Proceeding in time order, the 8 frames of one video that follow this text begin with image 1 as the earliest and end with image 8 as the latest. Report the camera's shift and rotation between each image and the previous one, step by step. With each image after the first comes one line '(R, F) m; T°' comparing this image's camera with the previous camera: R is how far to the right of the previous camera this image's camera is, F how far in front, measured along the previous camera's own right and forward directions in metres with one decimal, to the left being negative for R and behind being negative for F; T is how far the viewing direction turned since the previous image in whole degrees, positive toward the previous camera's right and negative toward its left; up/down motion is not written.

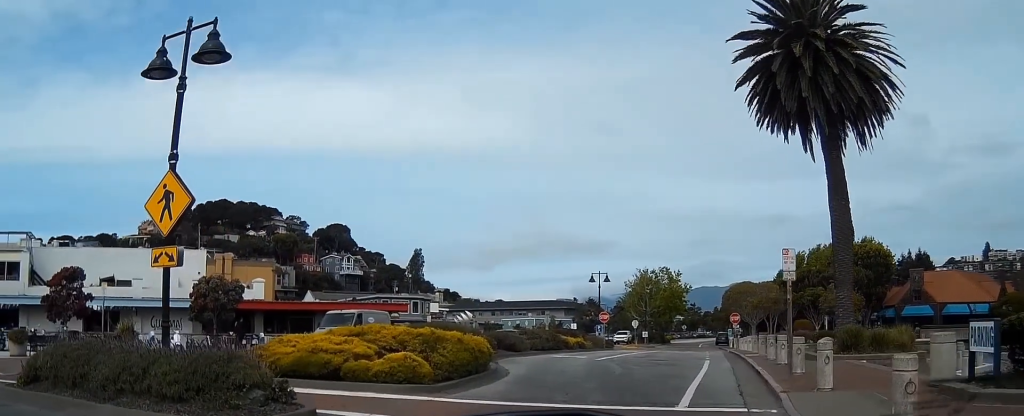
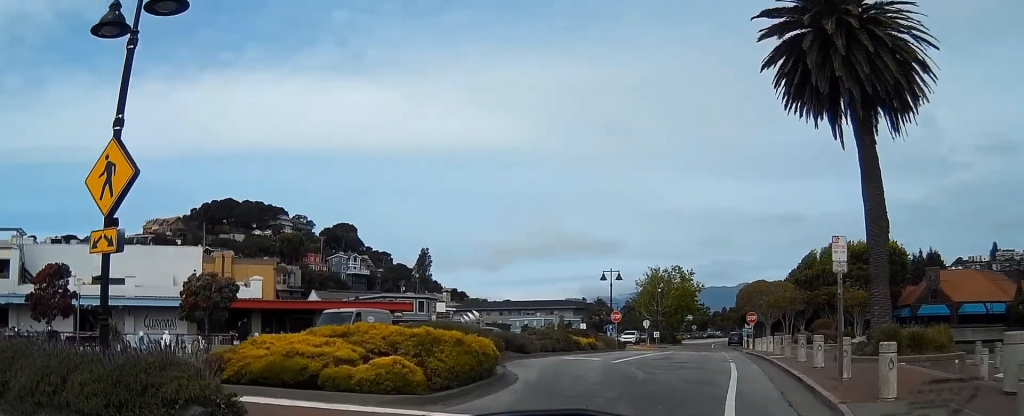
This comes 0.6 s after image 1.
(-0.1, +2.1) m; -1°
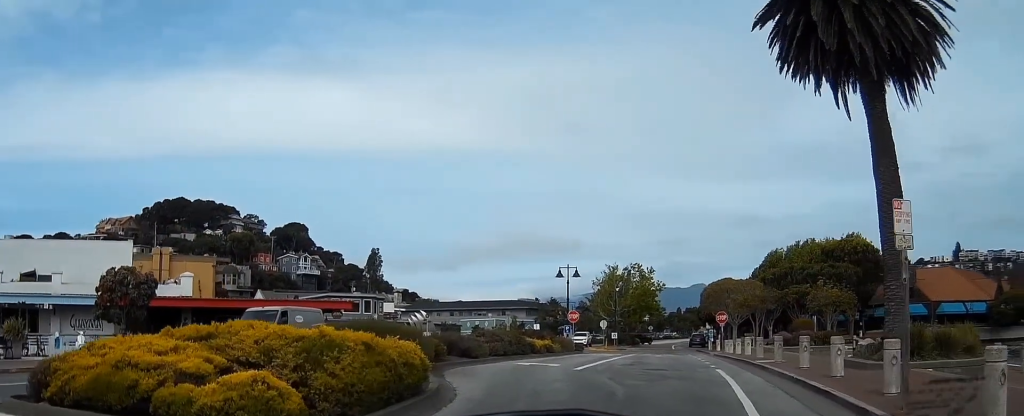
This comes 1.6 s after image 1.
(0.0, +3.7) m; 0°
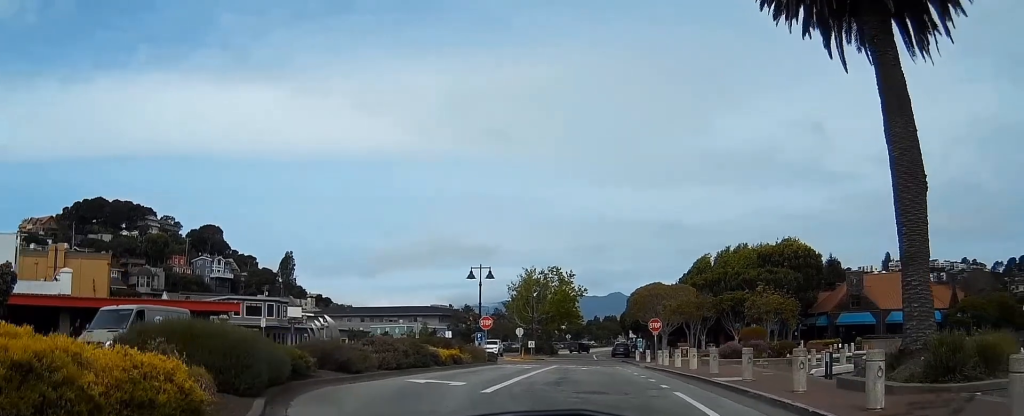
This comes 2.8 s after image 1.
(+0.2, +4.9) m; +7°
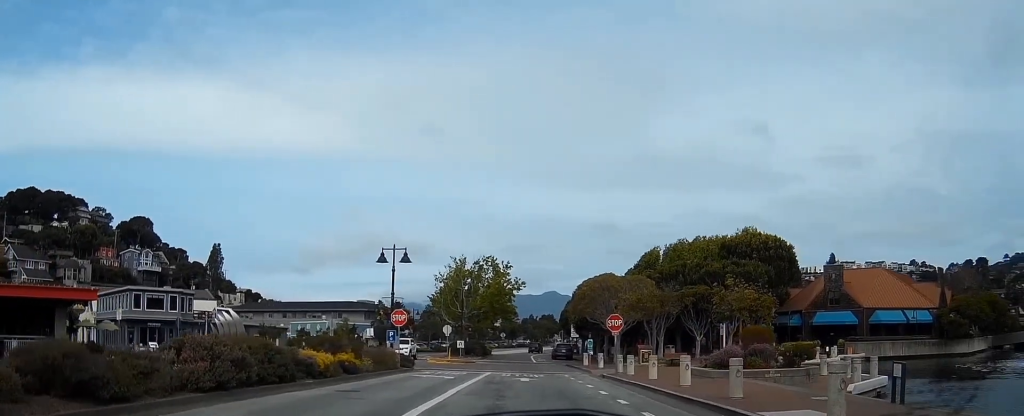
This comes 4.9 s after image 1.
(+0.4, +9.1) m; +1°
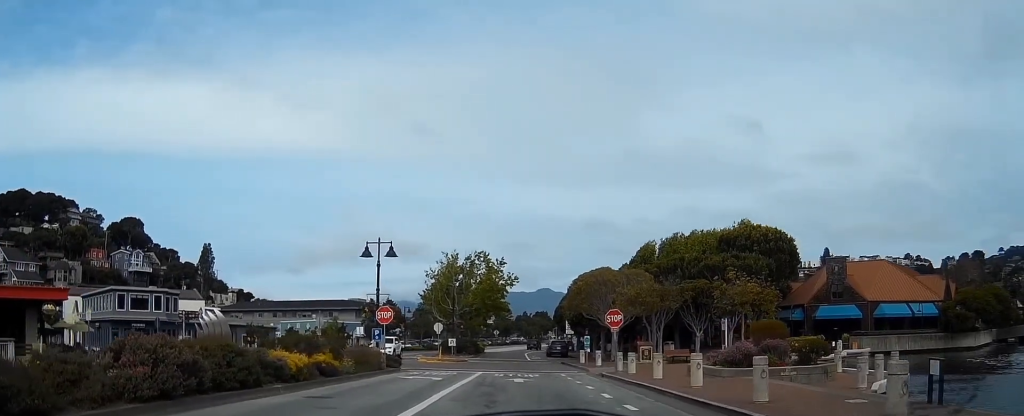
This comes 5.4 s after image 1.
(0.0, +2.1) m; -1°
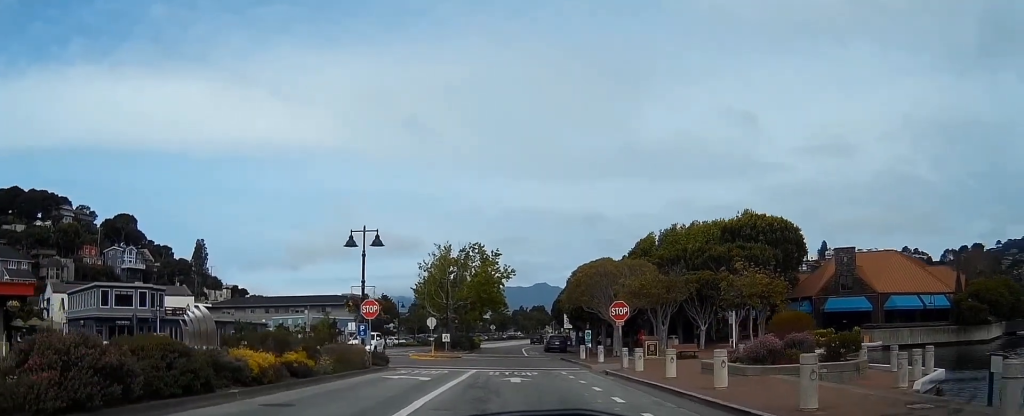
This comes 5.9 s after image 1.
(-0.1, +2.6) m; -2°
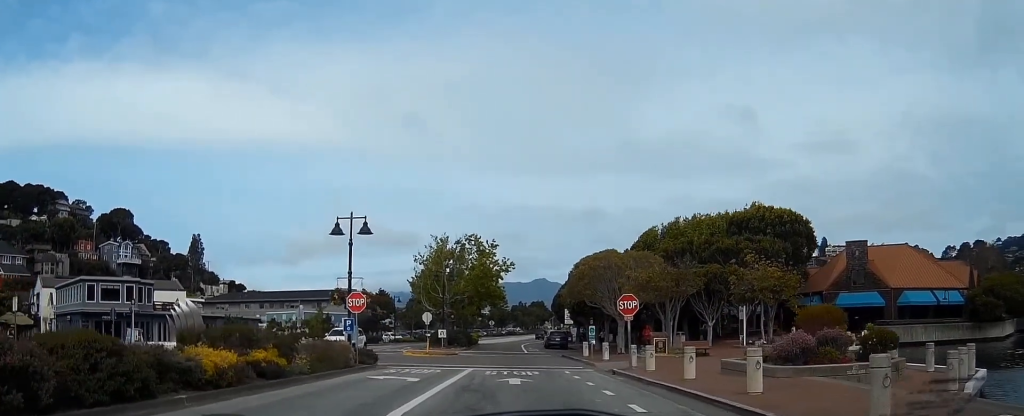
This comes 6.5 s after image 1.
(0.0, +2.5) m; -2°
